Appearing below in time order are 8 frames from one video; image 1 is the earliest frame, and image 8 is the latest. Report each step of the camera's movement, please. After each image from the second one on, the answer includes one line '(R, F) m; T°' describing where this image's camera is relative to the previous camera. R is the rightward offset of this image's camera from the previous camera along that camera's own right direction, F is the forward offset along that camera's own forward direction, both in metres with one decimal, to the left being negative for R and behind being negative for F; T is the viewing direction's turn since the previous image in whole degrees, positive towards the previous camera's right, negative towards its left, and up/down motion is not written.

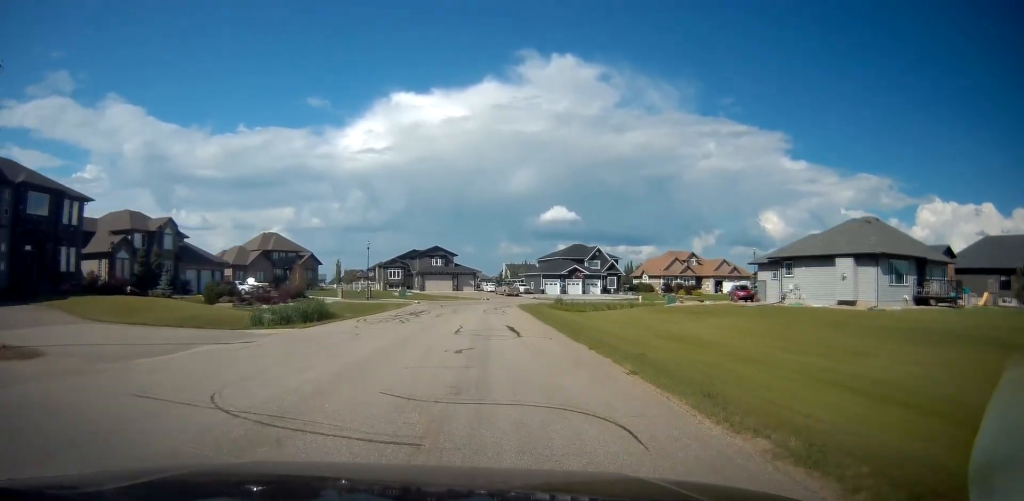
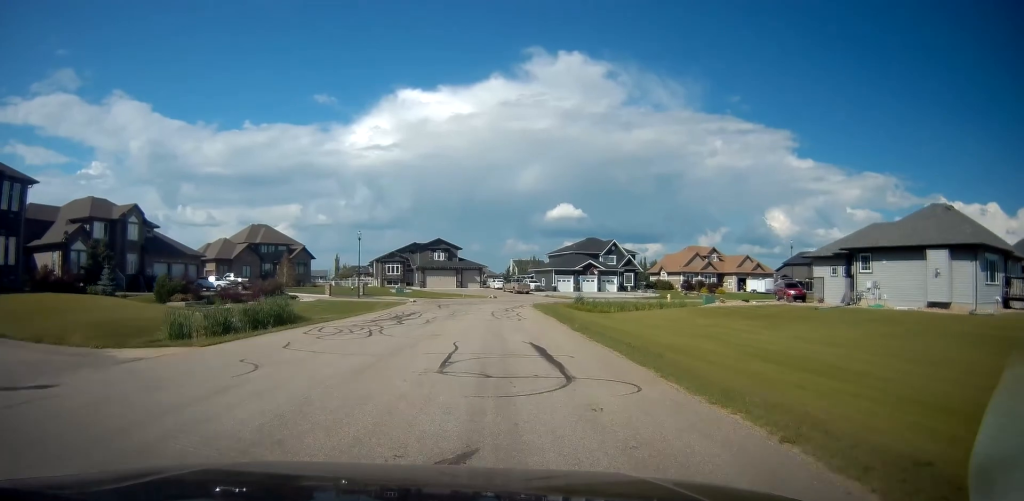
(0.0, +8.4) m; -3°
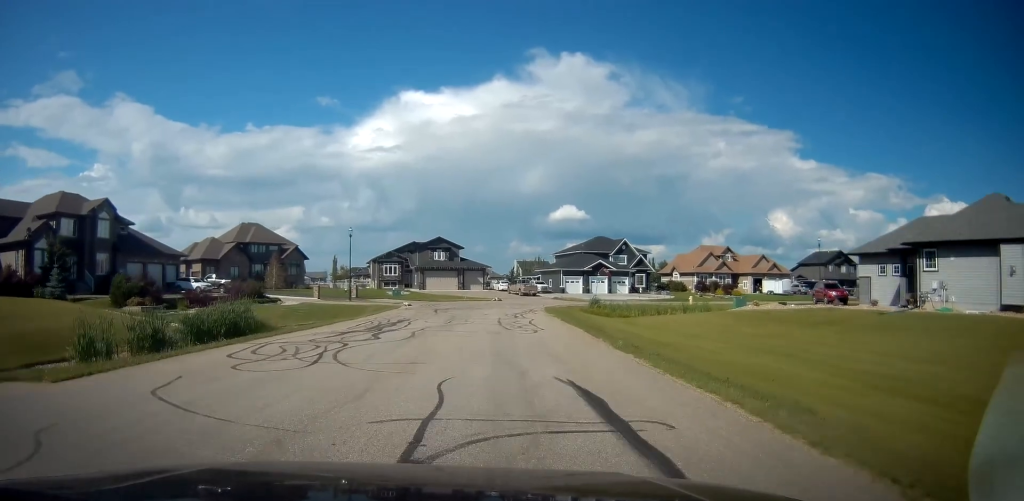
(-0.4, +5.5) m; -1°
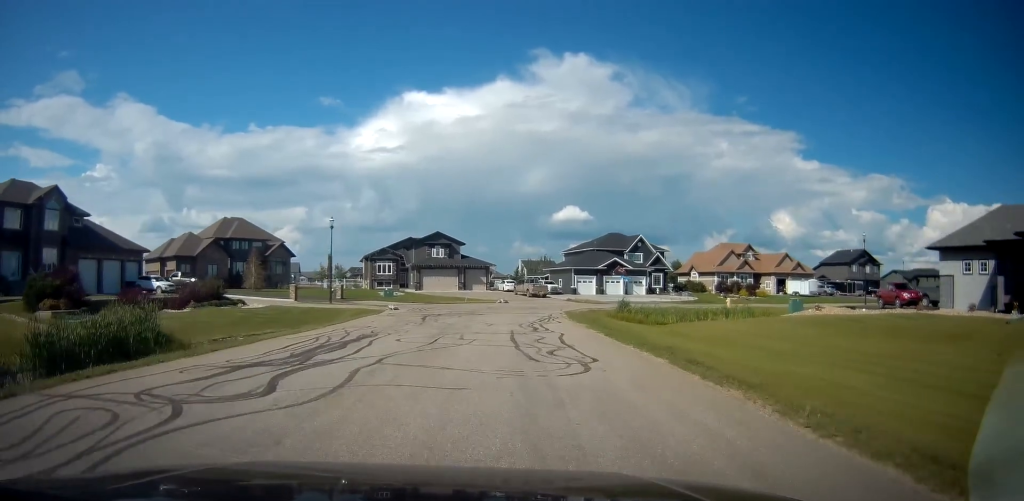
(+0.4, +8.1) m; +4°
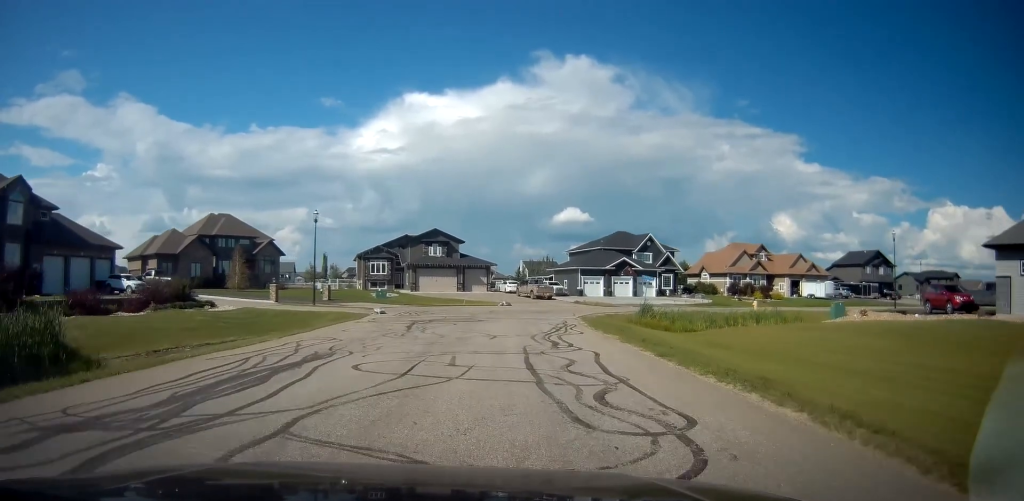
(+0.1, +4.8) m; -2°
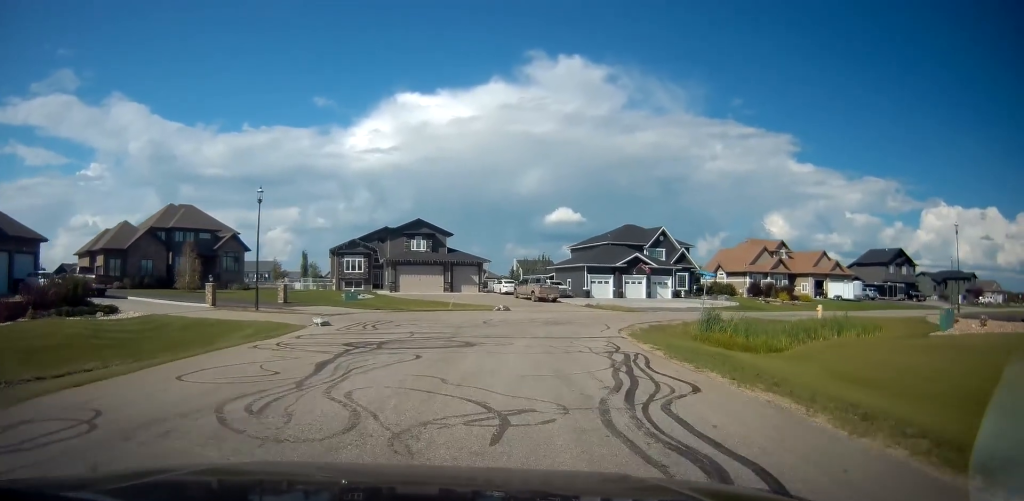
(-0.3, +9.6) m; +1°
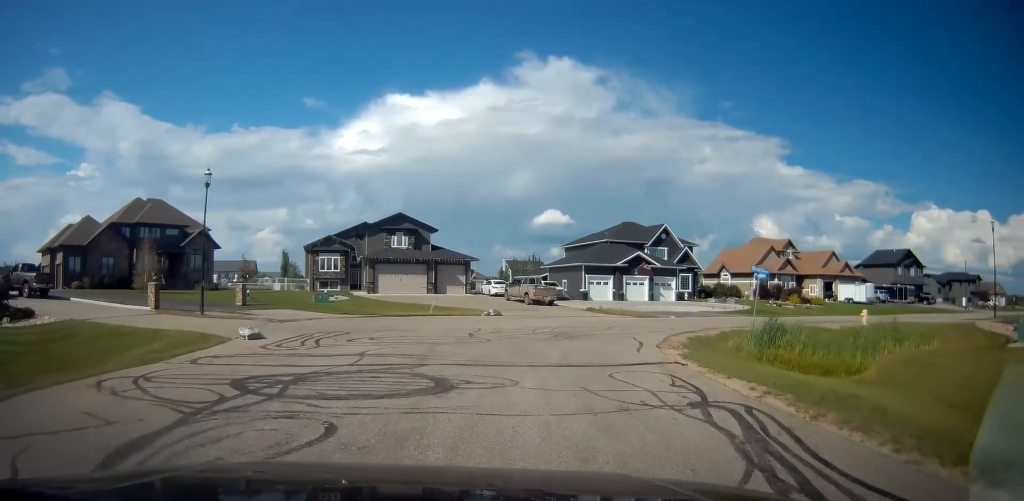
(+0.3, +5.5) m; +4°
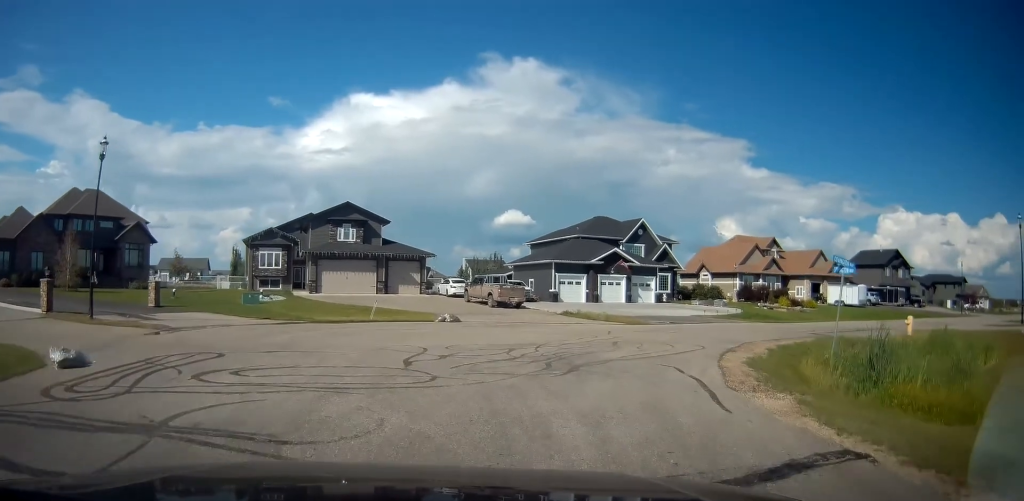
(+0.2, +6.4) m; +4°
